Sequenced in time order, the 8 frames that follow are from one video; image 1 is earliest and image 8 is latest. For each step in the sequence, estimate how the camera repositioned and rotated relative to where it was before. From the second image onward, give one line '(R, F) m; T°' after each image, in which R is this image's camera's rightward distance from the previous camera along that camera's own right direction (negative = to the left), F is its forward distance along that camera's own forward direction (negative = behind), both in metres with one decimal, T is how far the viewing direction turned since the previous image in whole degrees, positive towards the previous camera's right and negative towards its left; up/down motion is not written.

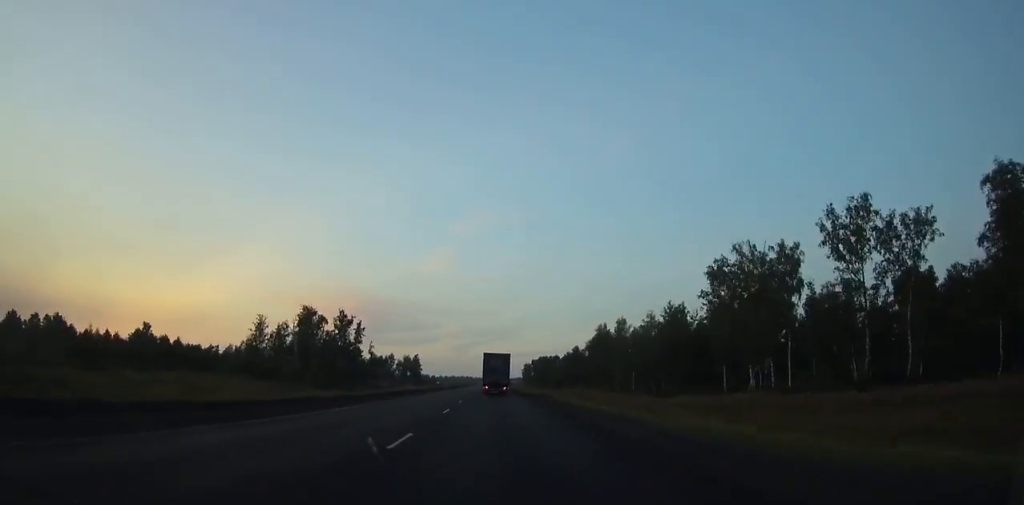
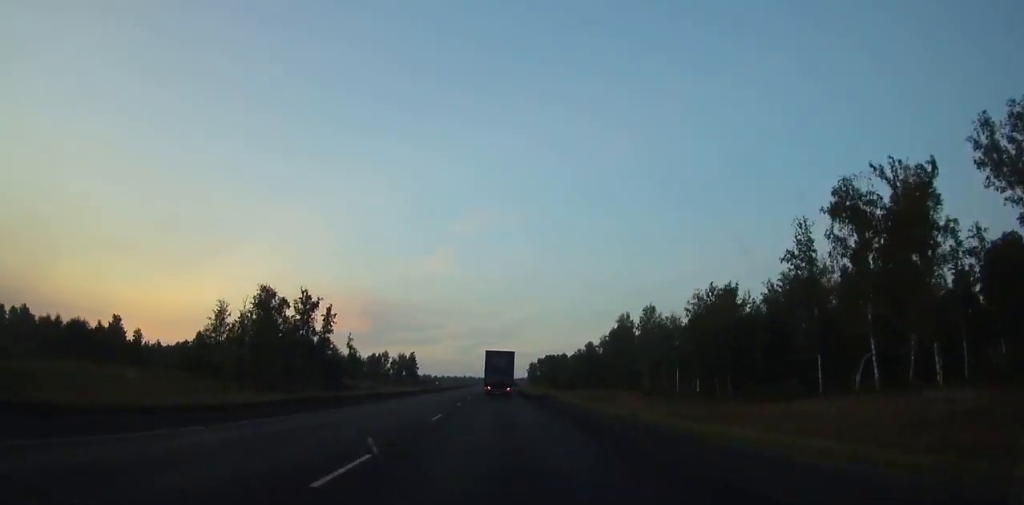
(0.0, +28.8) m; 0°
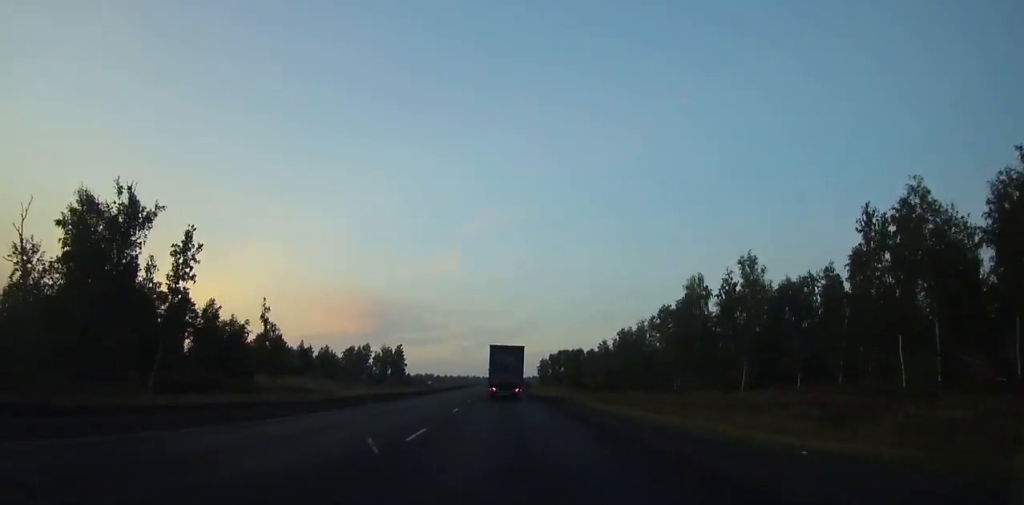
(-0.2, +56.0) m; 0°
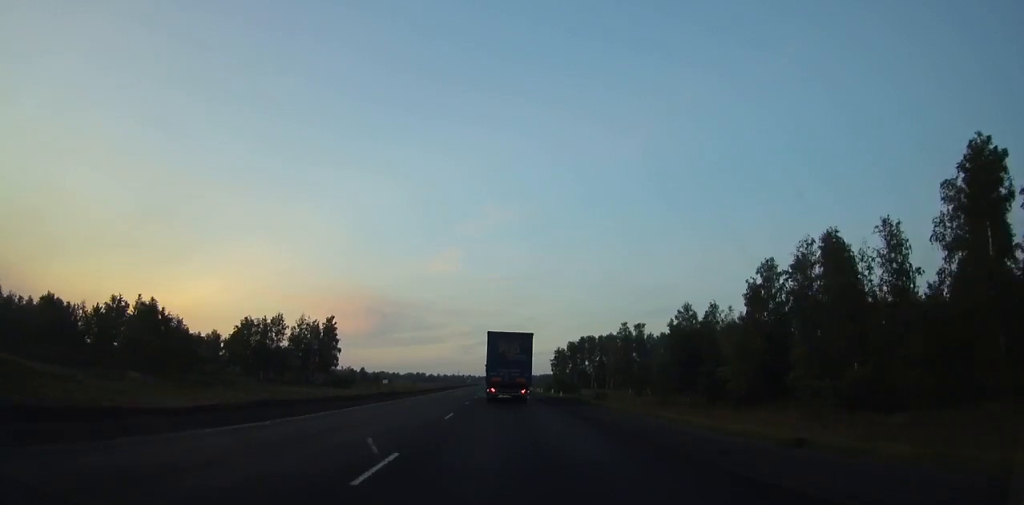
(-0.2, +101.0) m; 0°
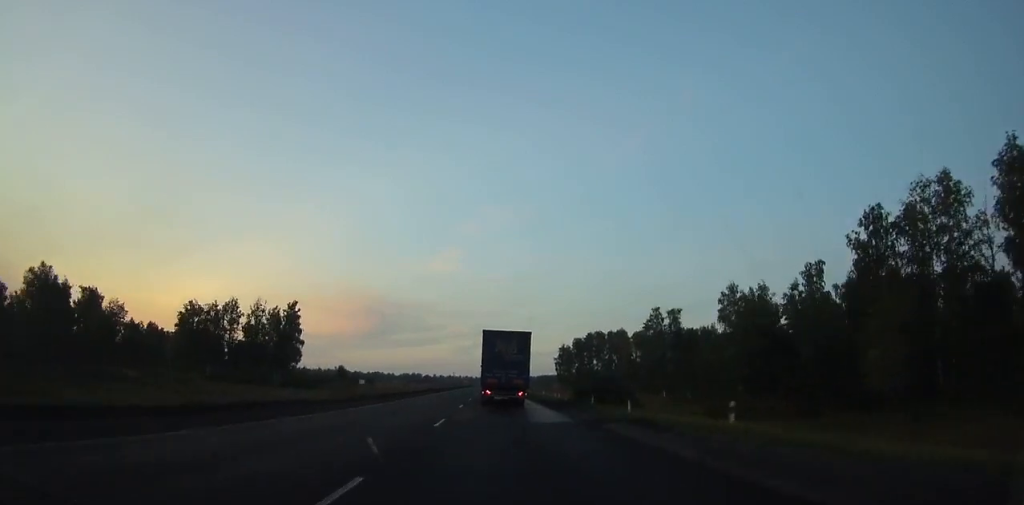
(0.0, +27.7) m; 0°
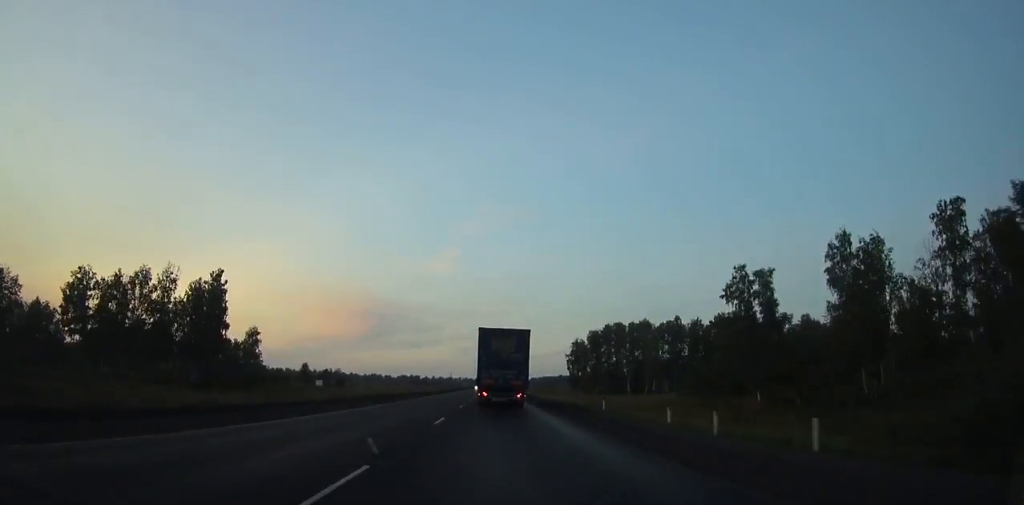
(0.0, +35.4) m; 0°
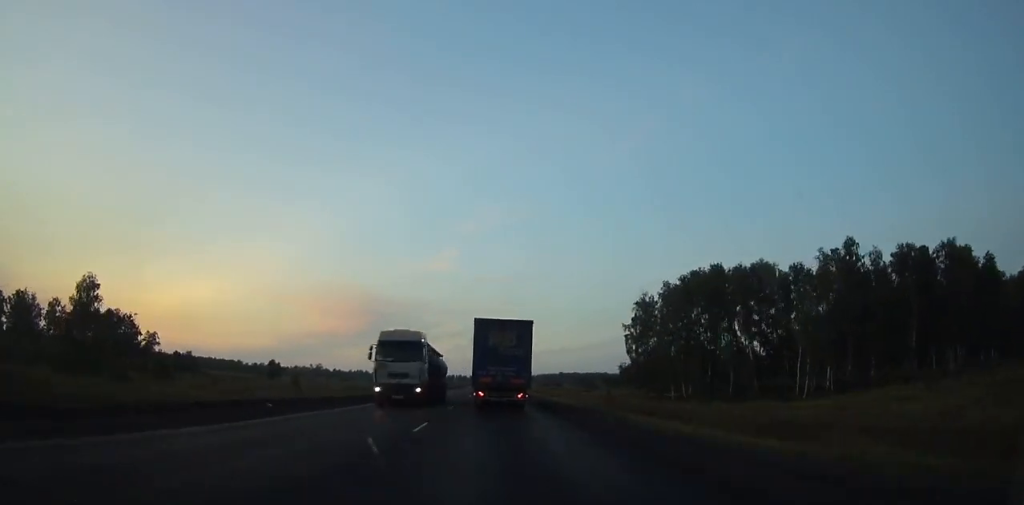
(+0.1, +88.2) m; 0°
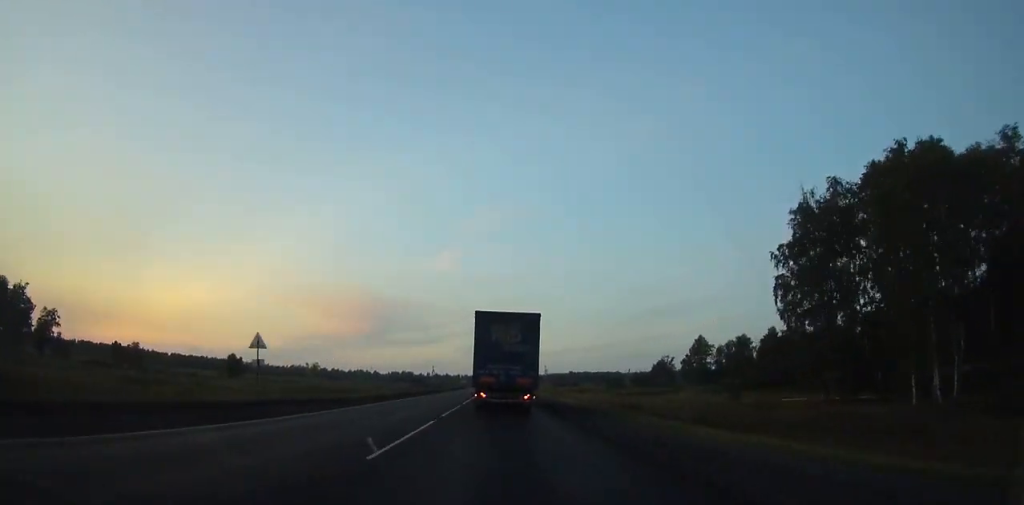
(-0.1, +52.5) m; 0°
